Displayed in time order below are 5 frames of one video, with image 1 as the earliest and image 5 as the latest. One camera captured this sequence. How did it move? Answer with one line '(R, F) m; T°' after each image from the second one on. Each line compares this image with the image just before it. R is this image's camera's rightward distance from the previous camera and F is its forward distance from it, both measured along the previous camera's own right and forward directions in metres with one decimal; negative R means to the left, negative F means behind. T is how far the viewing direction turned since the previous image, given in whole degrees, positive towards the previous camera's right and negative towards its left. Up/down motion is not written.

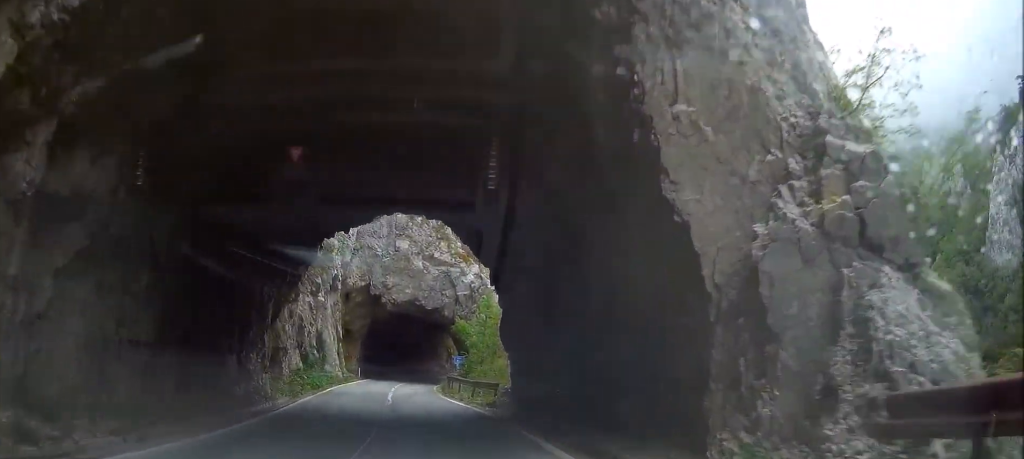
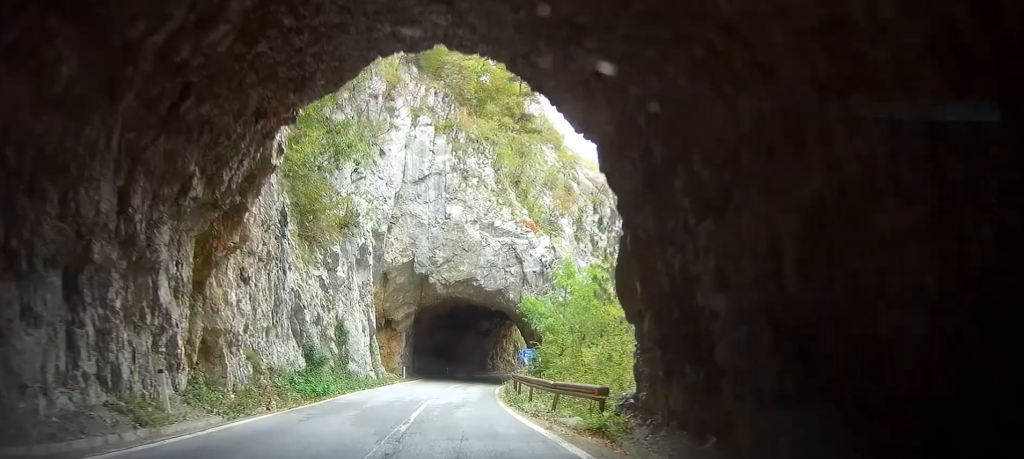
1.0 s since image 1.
(0.0, +12.3) m; 0°
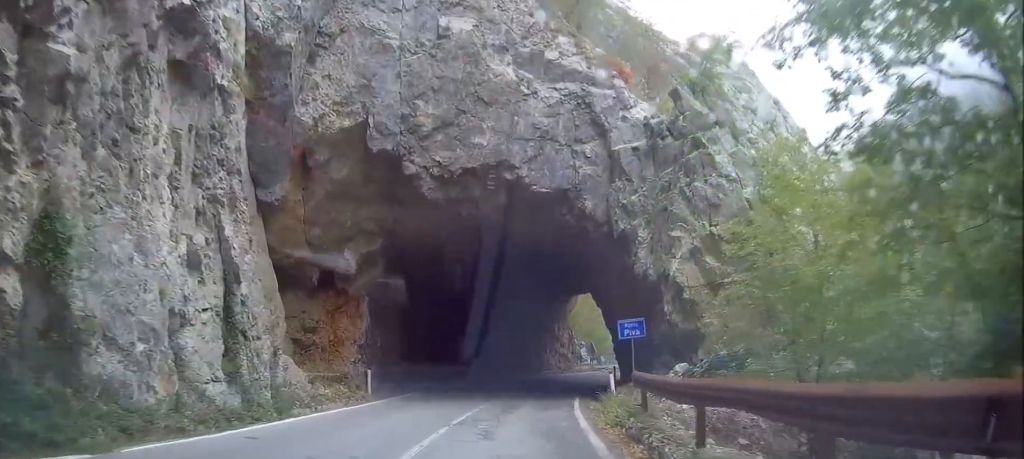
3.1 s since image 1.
(0.0, +27.2) m; 0°
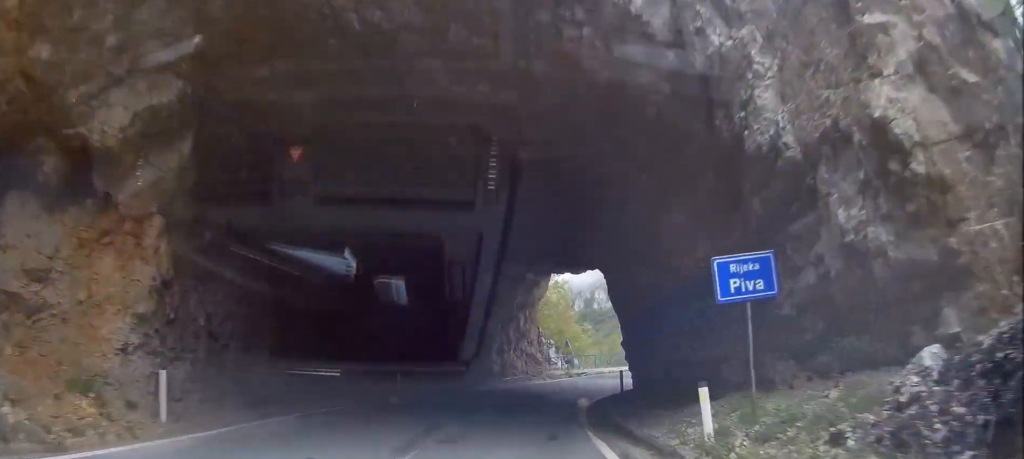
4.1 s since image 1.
(+0.1, +13.1) m; +1°
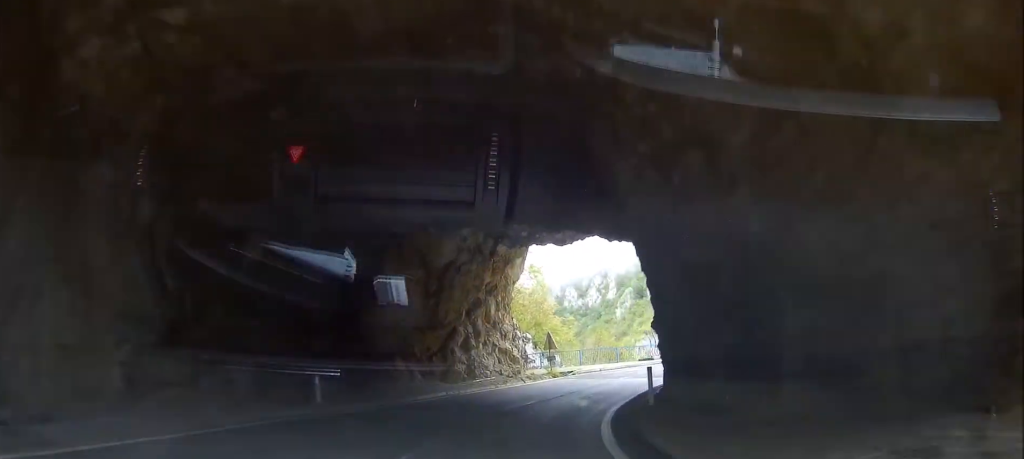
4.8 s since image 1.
(+0.1, +8.4) m; +1°
